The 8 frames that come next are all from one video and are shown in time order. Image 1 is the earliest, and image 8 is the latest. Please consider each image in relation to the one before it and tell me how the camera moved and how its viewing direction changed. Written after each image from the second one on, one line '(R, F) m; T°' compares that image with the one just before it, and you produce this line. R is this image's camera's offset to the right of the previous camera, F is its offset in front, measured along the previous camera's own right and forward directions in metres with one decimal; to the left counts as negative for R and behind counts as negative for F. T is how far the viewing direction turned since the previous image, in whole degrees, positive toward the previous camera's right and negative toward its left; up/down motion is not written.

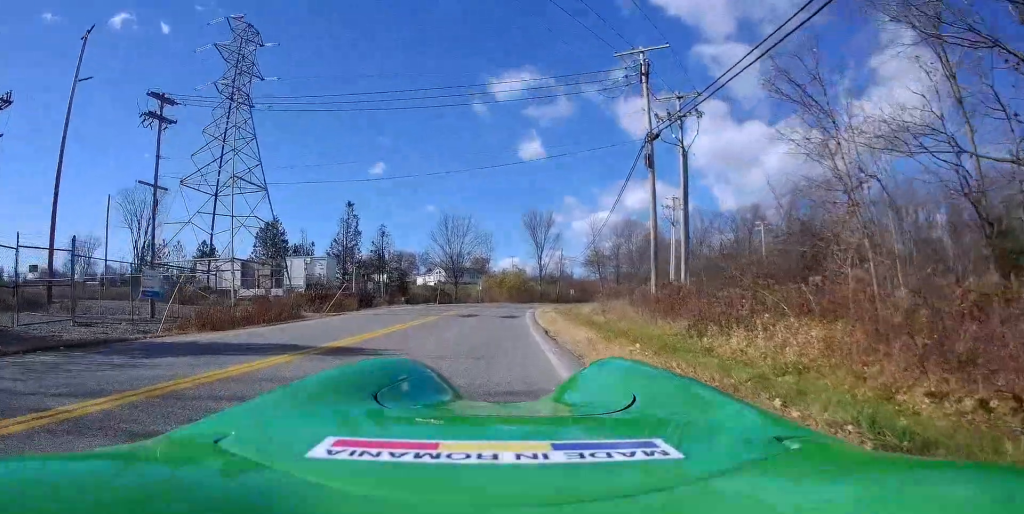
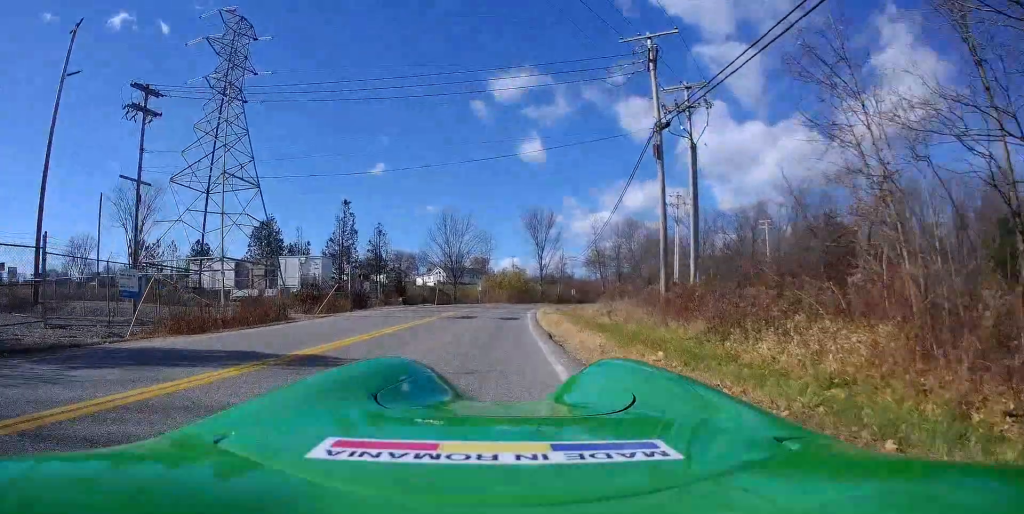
(-0.2, +1.5) m; 0°
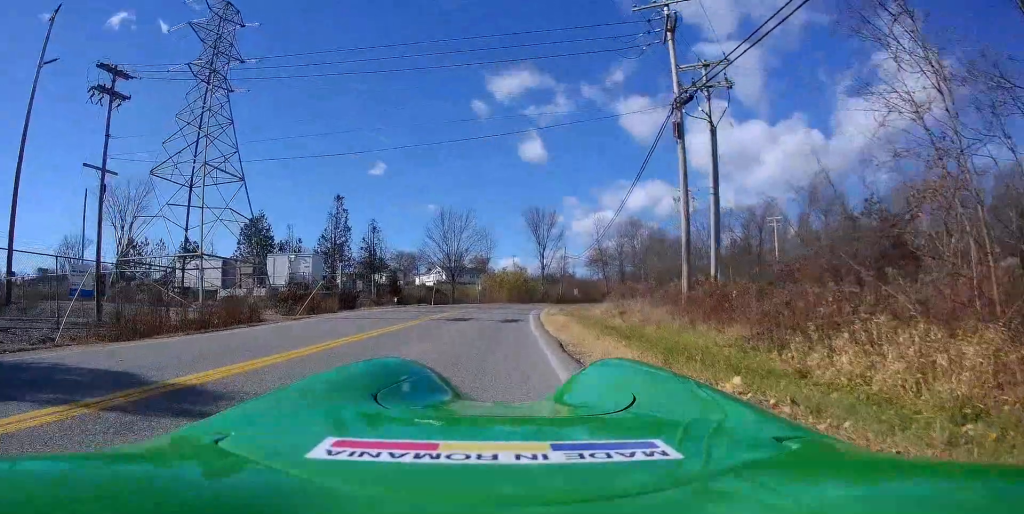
(+0.1, +2.9) m; +3°
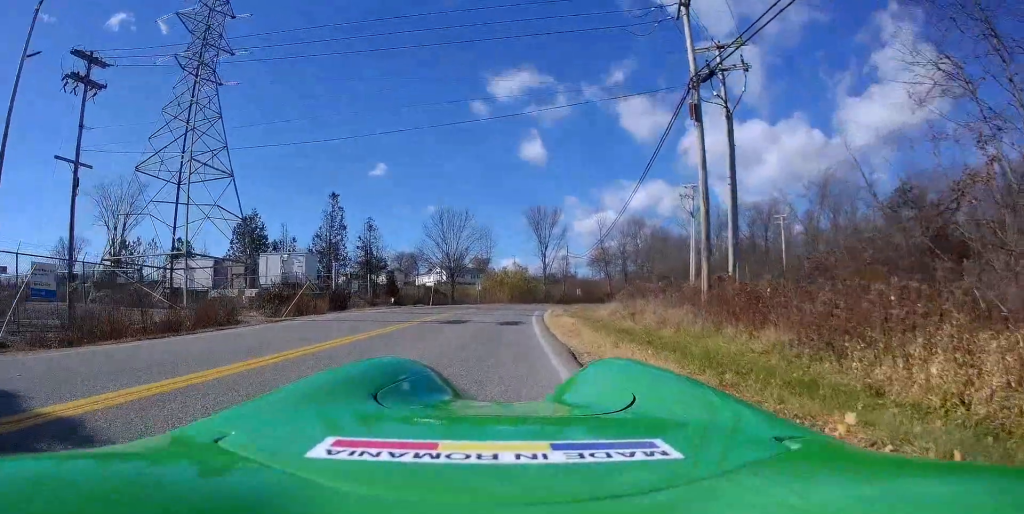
(+0.1, +2.0) m; +2°
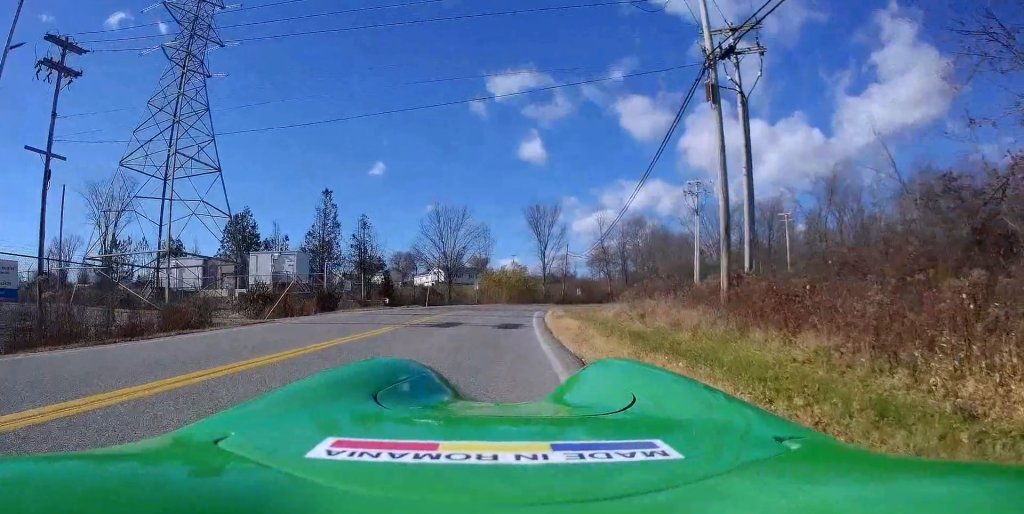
(-0.1, +1.7) m; -1°
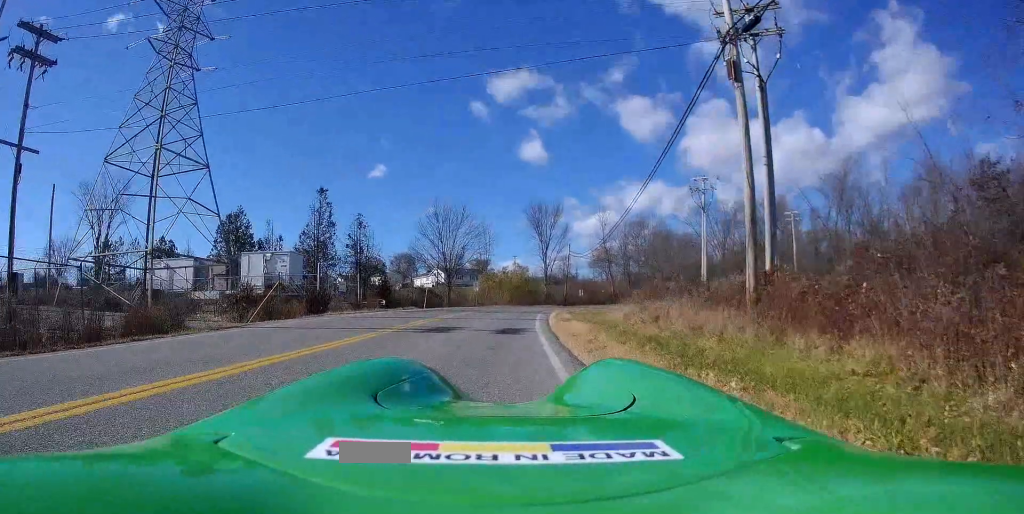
(0.0, +1.7) m; -2°
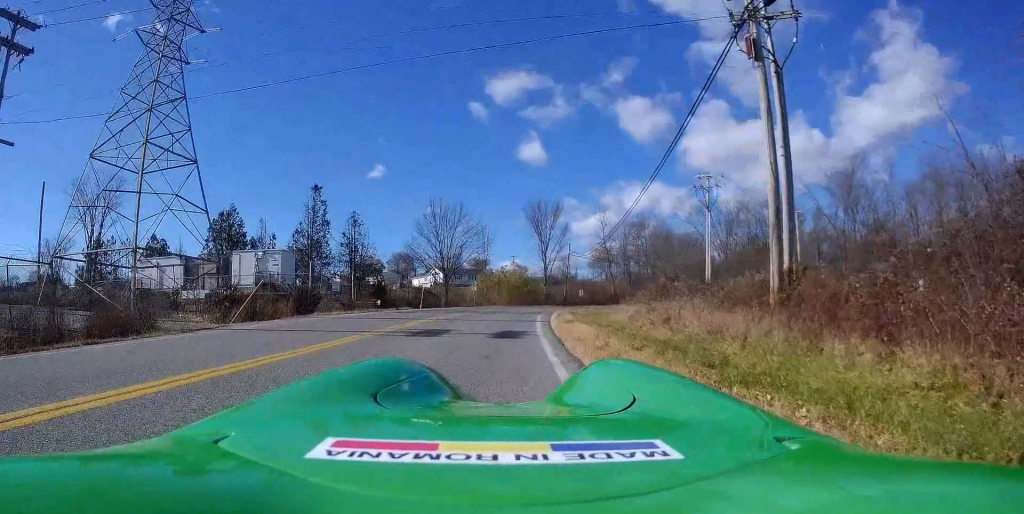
(+0.1, +1.4) m; -2°
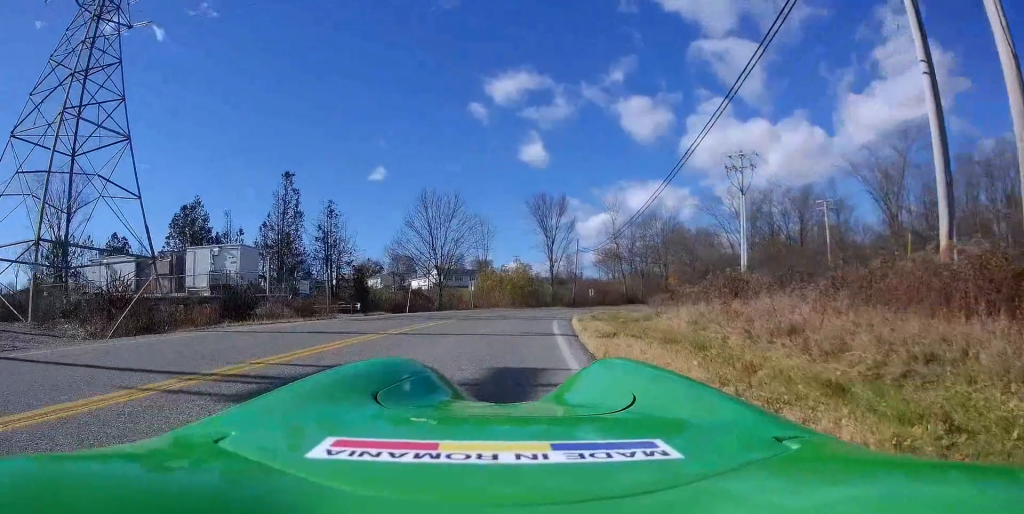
(-0.3, +7.0) m; +1°
